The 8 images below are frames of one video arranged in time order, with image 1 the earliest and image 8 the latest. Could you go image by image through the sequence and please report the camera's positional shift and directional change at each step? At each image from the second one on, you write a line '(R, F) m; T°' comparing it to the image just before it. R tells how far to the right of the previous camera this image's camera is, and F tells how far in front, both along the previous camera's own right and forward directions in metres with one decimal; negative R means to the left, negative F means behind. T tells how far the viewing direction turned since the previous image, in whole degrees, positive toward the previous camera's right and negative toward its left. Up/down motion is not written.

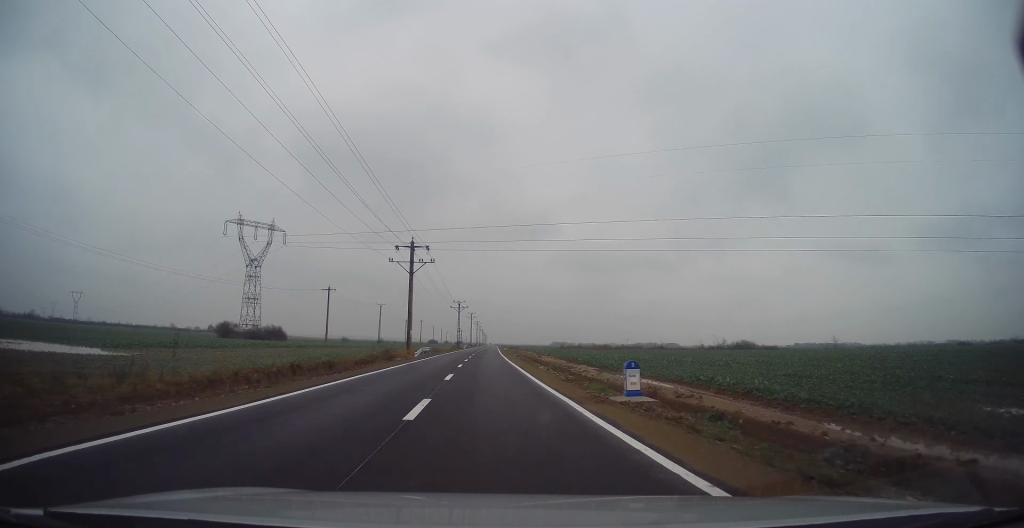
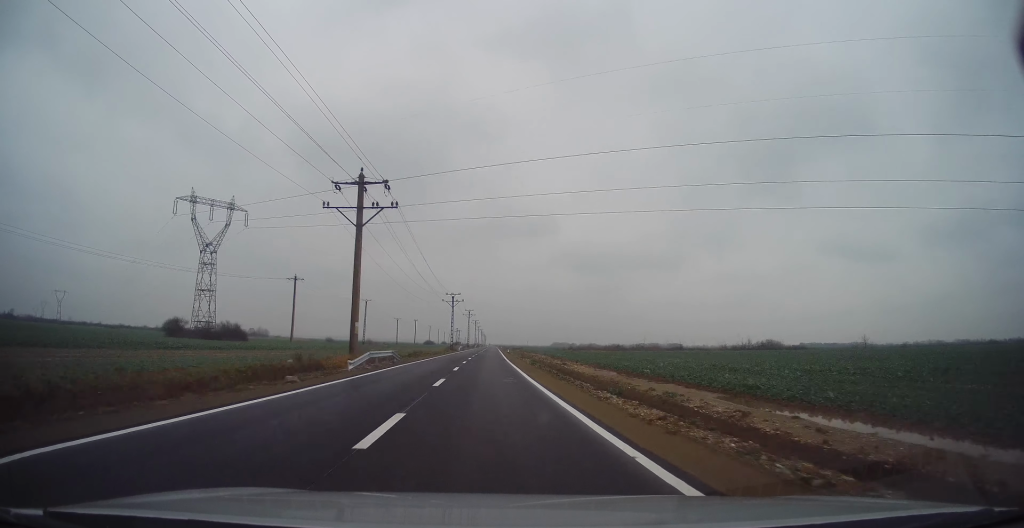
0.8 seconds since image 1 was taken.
(-0.4, +20.2) m; 0°
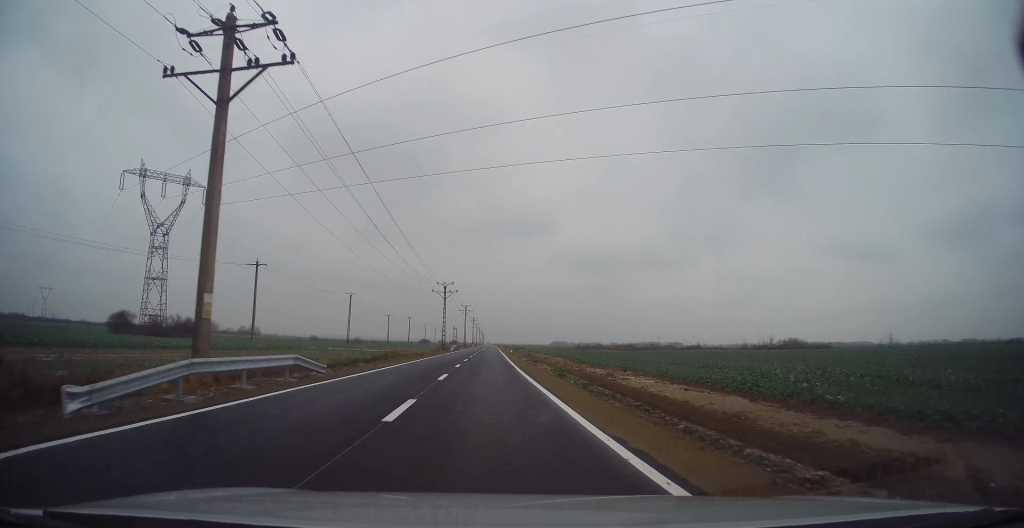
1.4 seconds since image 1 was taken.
(0.0, +16.0) m; +1°
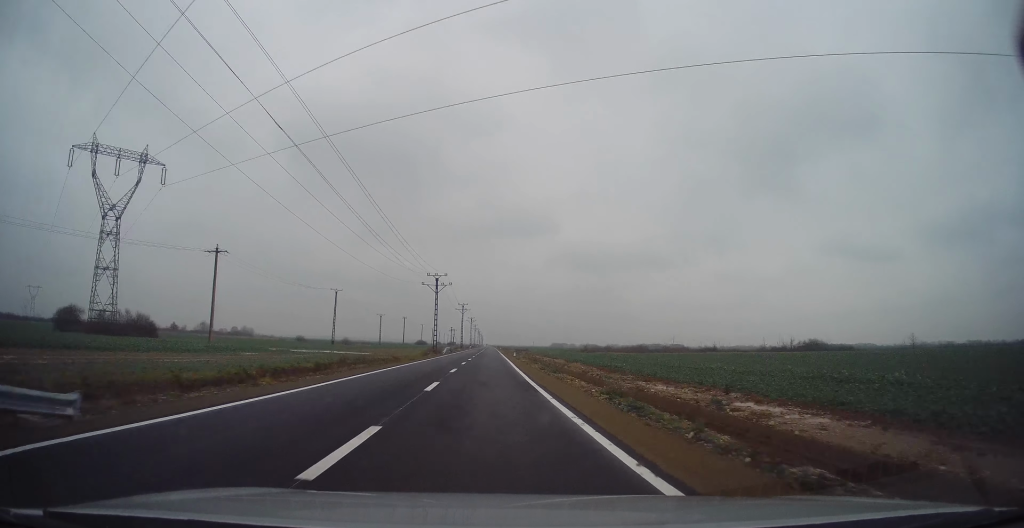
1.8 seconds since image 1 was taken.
(+0.1, +12.6) m; +1°
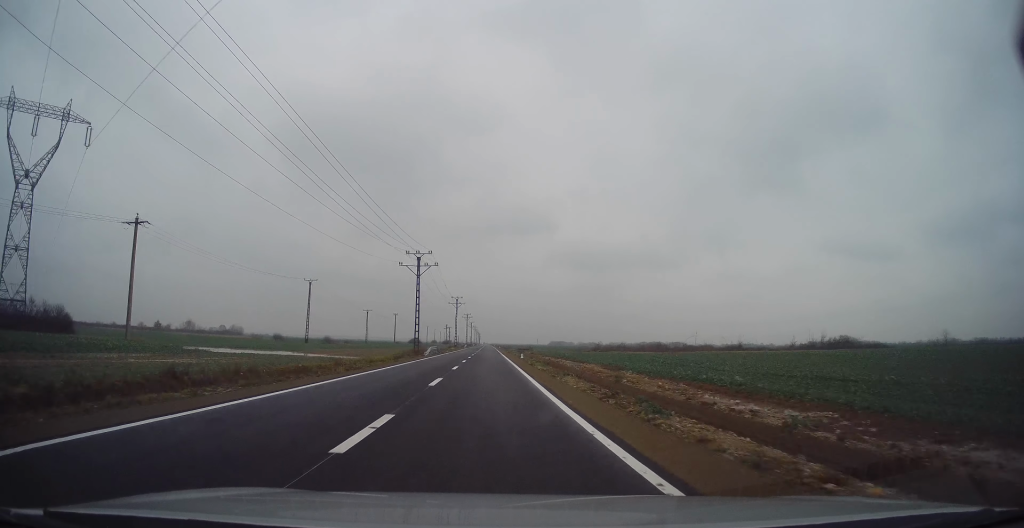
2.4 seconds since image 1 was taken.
(+0.2, +16.1) m; +1°
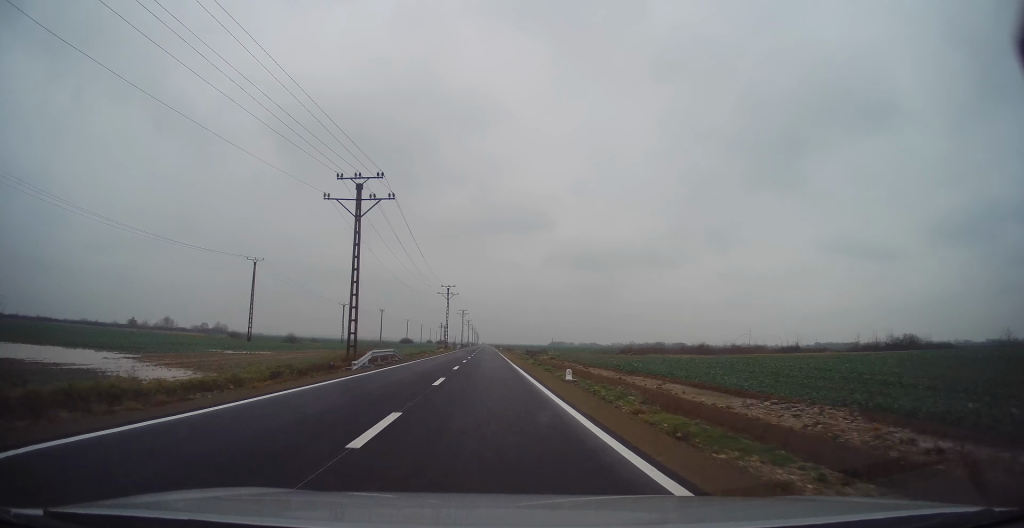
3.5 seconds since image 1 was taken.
(+0.1, +27.4) m; 0°
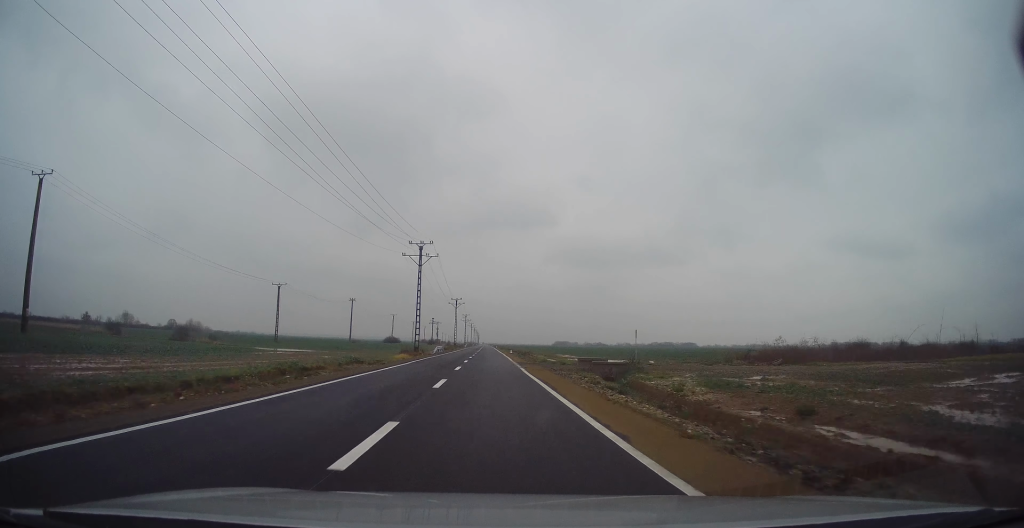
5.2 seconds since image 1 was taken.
(-0.6, +45.8) m; -1°
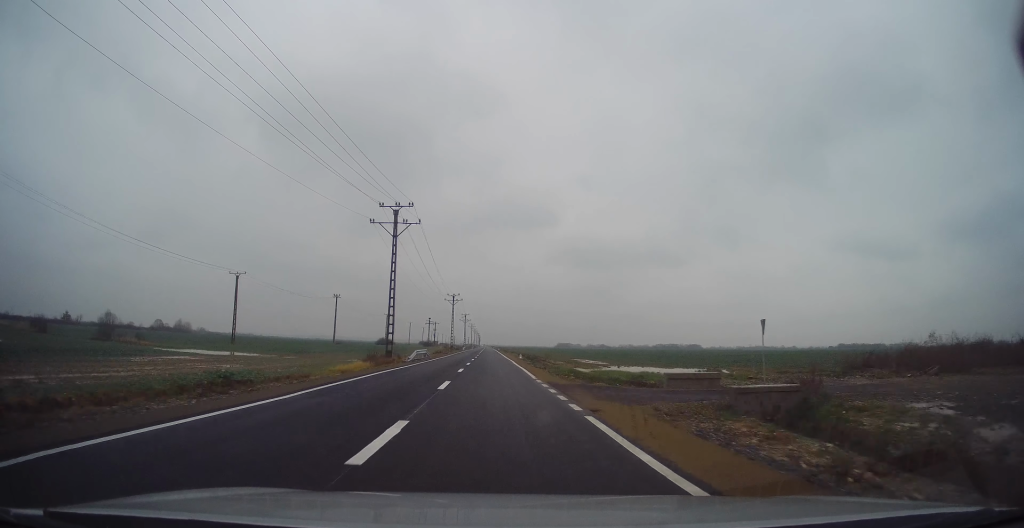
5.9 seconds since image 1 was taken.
(0.0, +18.0) m; 0°
